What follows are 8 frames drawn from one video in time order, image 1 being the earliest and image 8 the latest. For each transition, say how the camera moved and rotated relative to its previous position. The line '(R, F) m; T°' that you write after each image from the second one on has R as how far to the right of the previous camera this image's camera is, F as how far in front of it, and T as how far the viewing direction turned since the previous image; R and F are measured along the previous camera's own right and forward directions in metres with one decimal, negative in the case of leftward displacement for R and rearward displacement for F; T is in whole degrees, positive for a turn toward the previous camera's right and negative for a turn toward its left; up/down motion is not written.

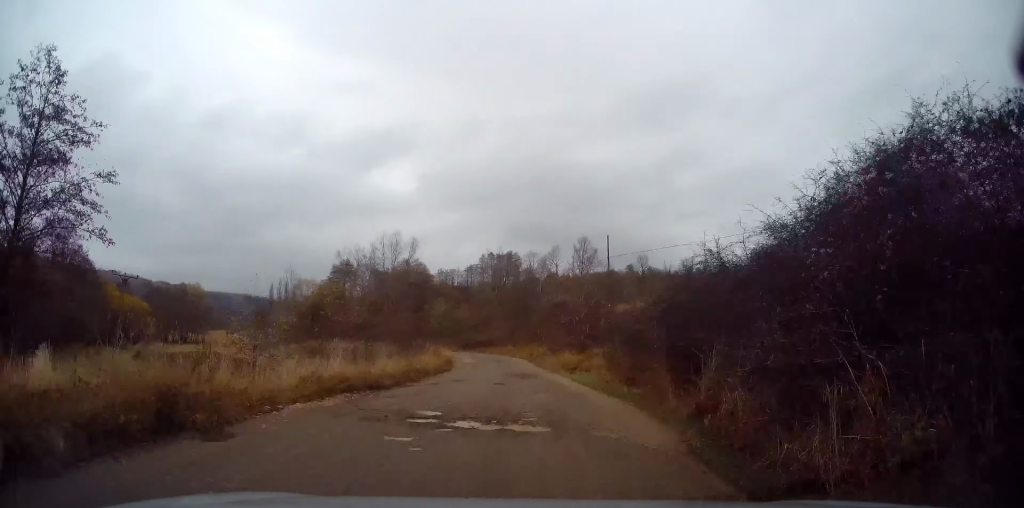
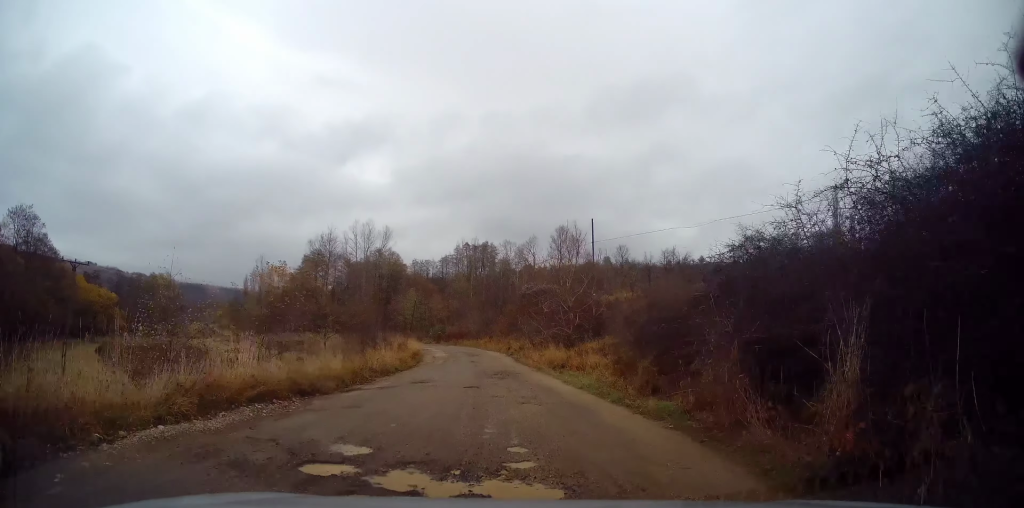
(+0.2, +4.1) m; +3°
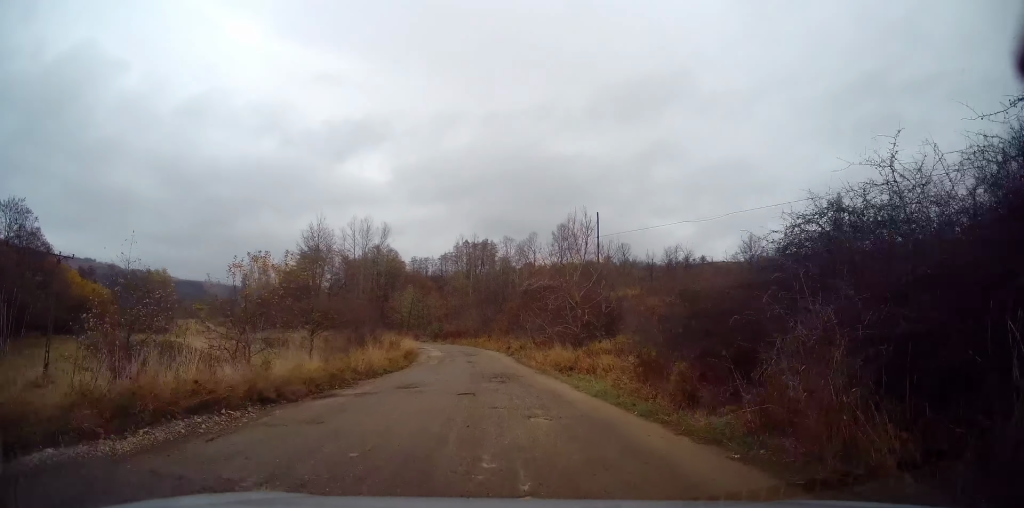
(+0.1, +2.6) m; -1°
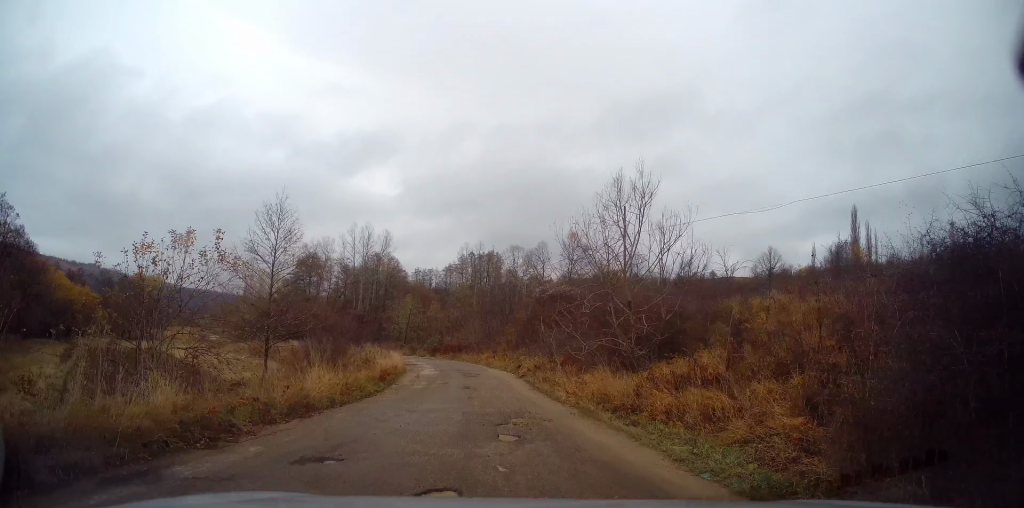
(-0.3, +8.6) m; -7°
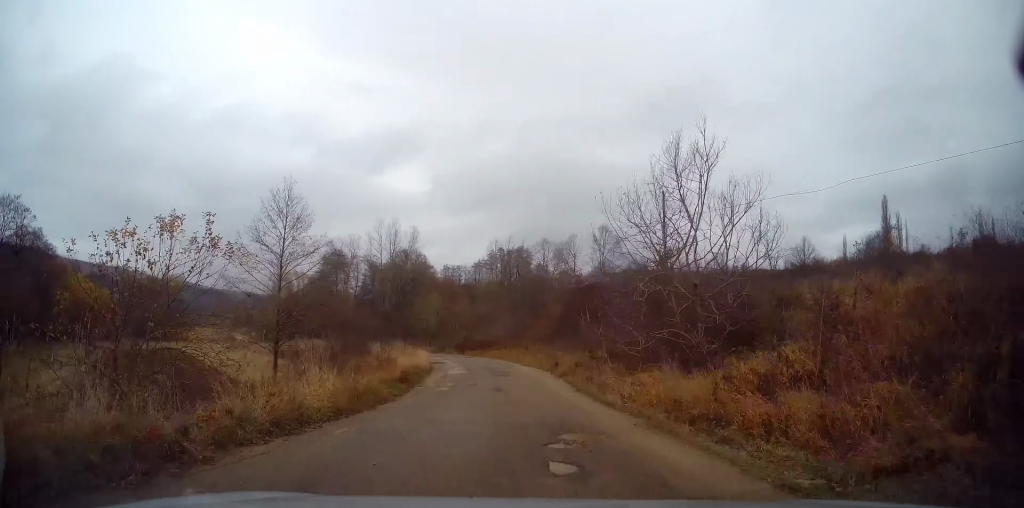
(-0.2, +2.6) m; 0°
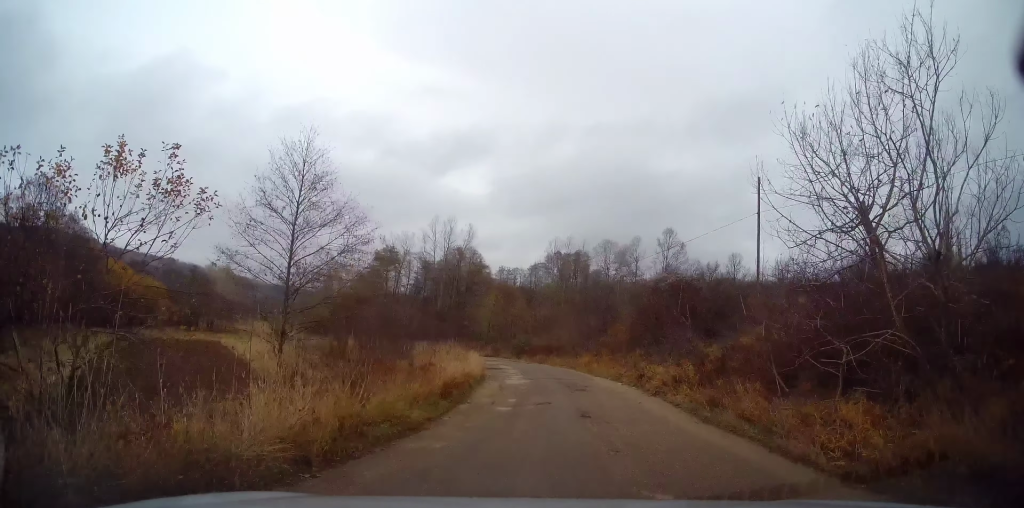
(-0.1, +4.8) m; +3°
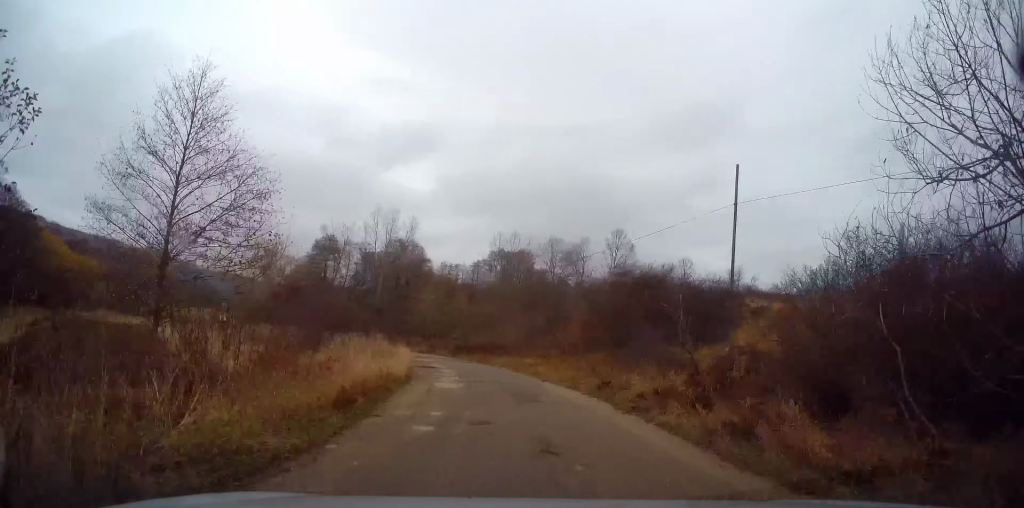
(+0.2, +3.3) m; +3°
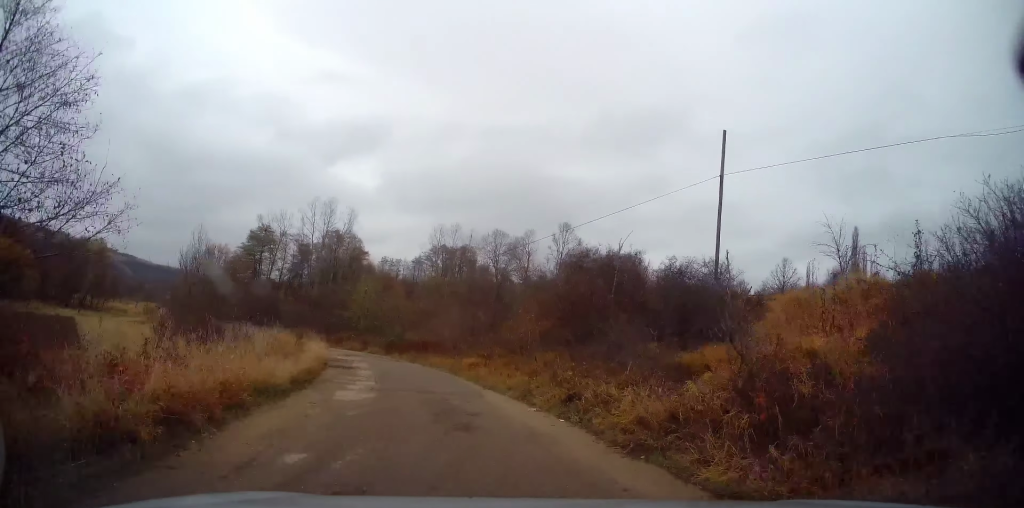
(+0.1, +4.5) m; 0°
